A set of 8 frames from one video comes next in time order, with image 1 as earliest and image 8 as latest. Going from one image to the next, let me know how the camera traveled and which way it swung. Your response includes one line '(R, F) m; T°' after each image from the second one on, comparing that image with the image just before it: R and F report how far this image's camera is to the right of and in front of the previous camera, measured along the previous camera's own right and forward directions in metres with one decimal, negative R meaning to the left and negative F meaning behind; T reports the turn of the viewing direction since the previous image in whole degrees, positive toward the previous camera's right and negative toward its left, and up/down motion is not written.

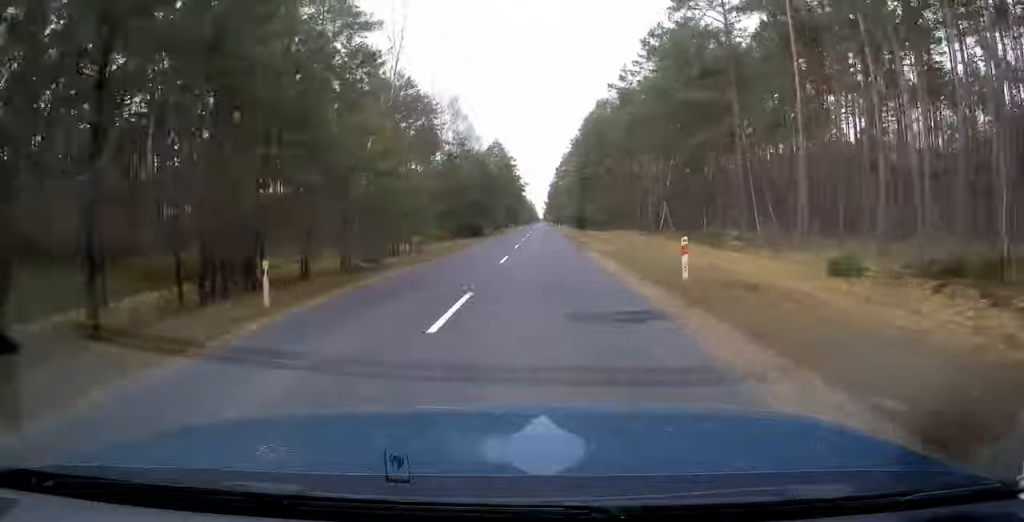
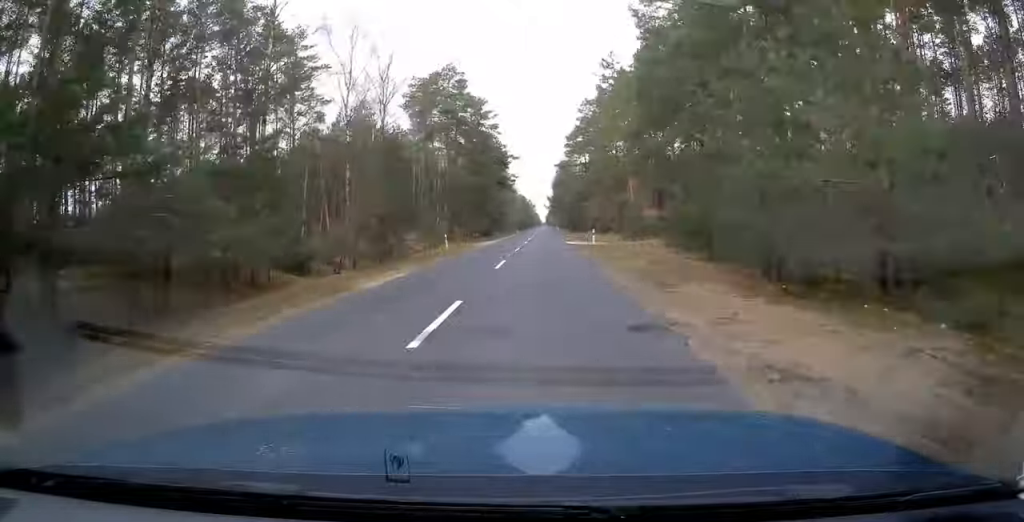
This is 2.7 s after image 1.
(+0.1, +72.7) m; 0°
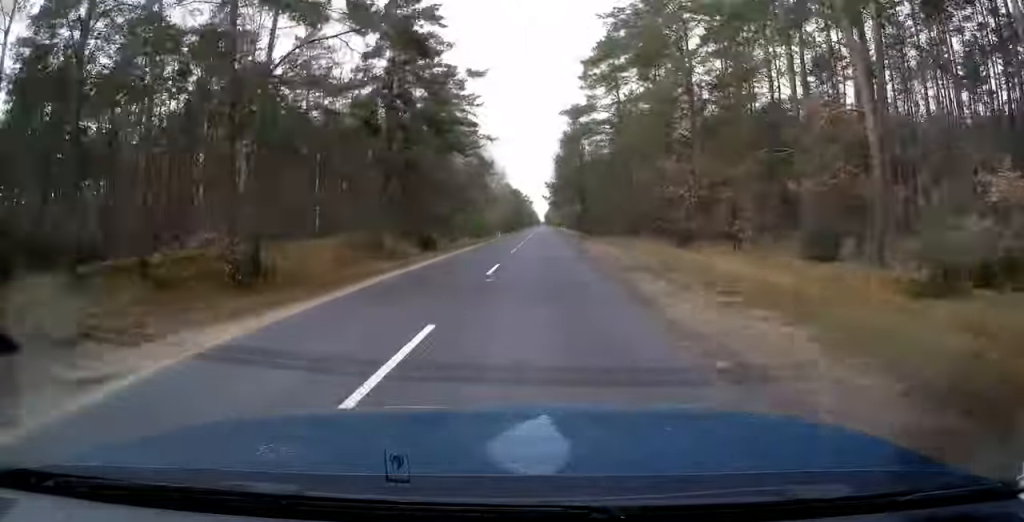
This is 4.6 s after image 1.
(0.0, +50.5) m; 0°
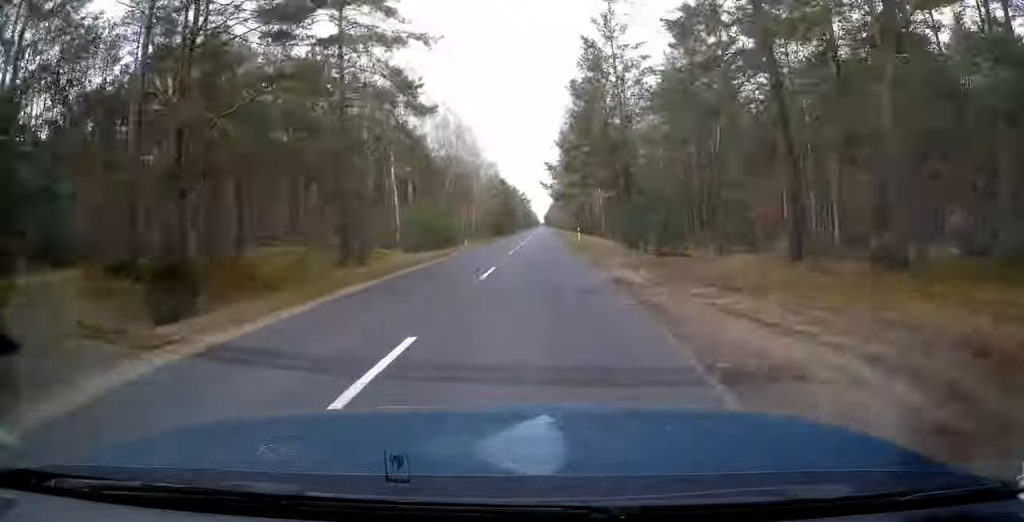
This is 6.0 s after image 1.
(-0.1, +37.0) m; 0°
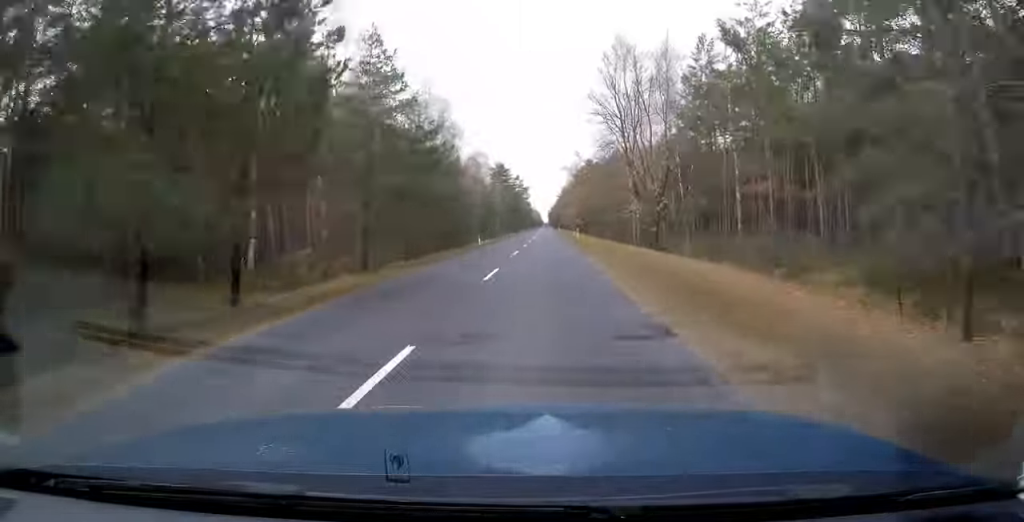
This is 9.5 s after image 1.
(+0.7, +97.9) m; 0°
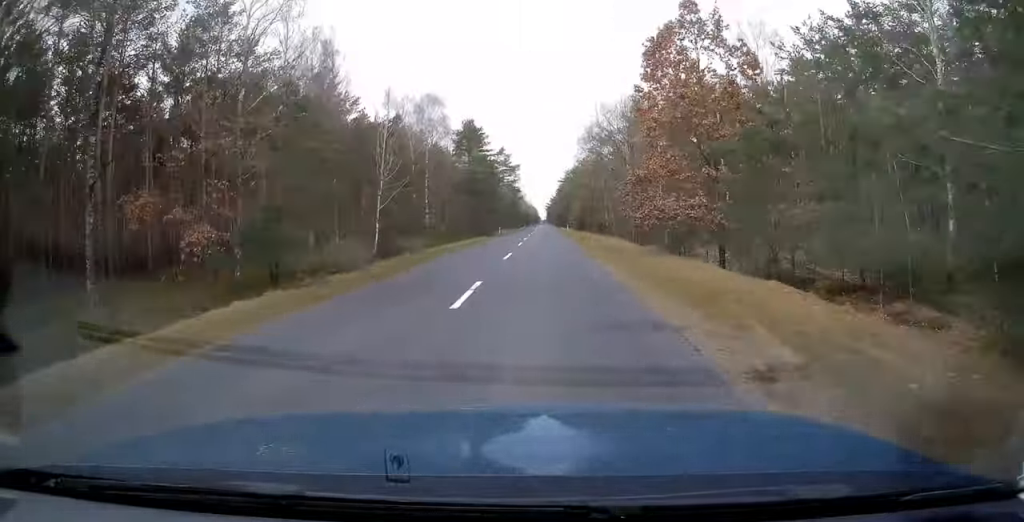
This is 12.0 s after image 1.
(-0.1, +66.0) m; 0°
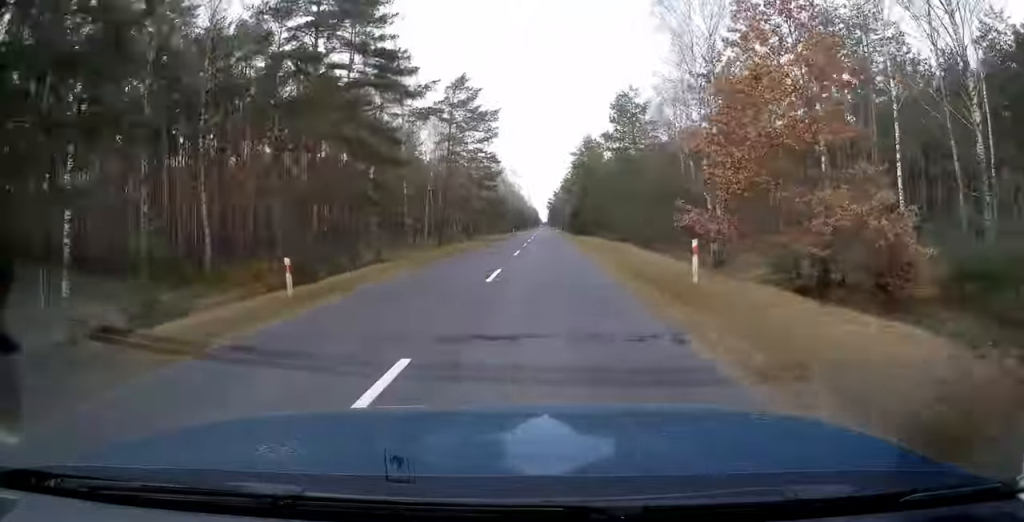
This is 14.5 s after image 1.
(-0.2, +68.4) m; 0°
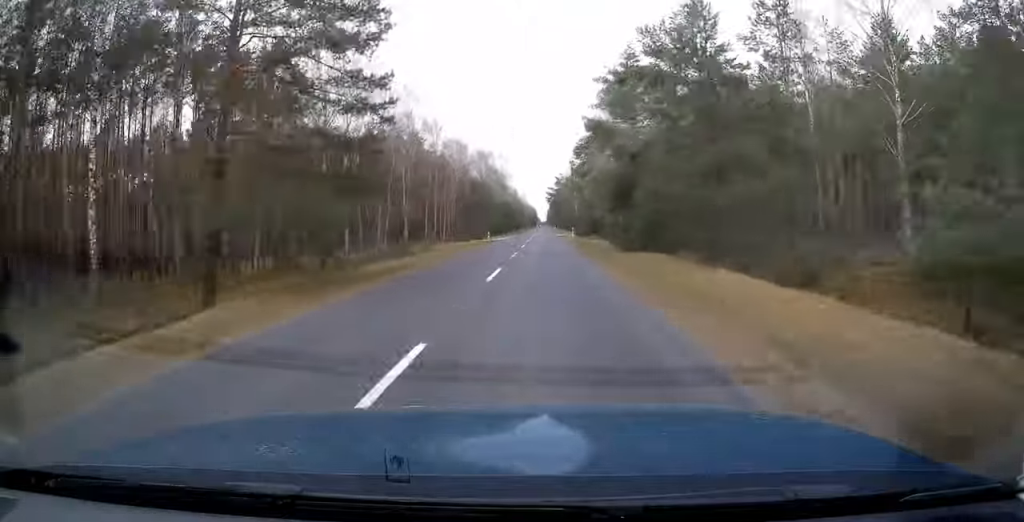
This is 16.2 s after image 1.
(-0.1, +47.6) m; 0°
